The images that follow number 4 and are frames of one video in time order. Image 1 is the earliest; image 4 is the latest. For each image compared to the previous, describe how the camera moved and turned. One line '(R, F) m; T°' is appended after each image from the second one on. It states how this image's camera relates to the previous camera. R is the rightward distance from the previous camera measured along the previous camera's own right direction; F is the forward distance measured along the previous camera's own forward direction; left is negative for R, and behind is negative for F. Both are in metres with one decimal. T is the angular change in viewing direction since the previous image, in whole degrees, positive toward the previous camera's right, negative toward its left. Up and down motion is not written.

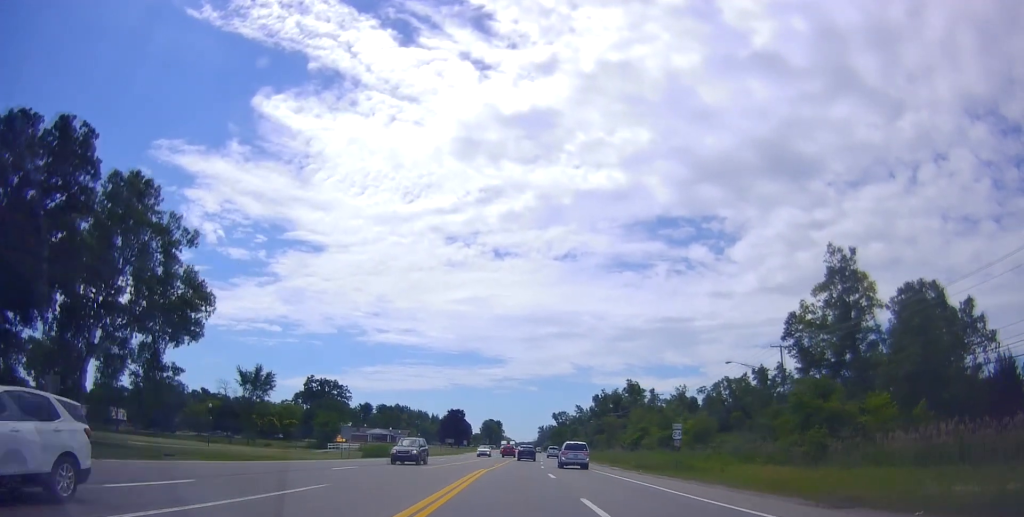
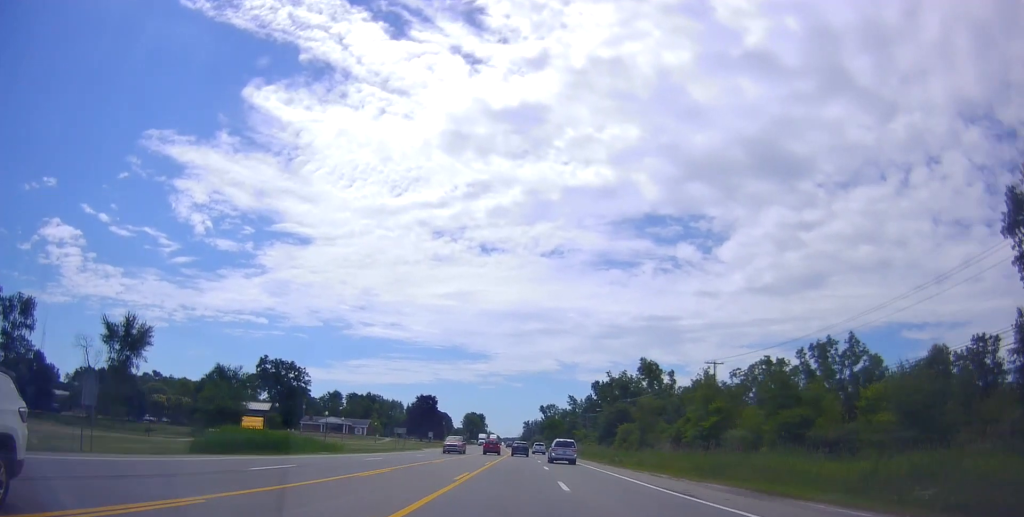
(0.0, +37.5) m; +1°
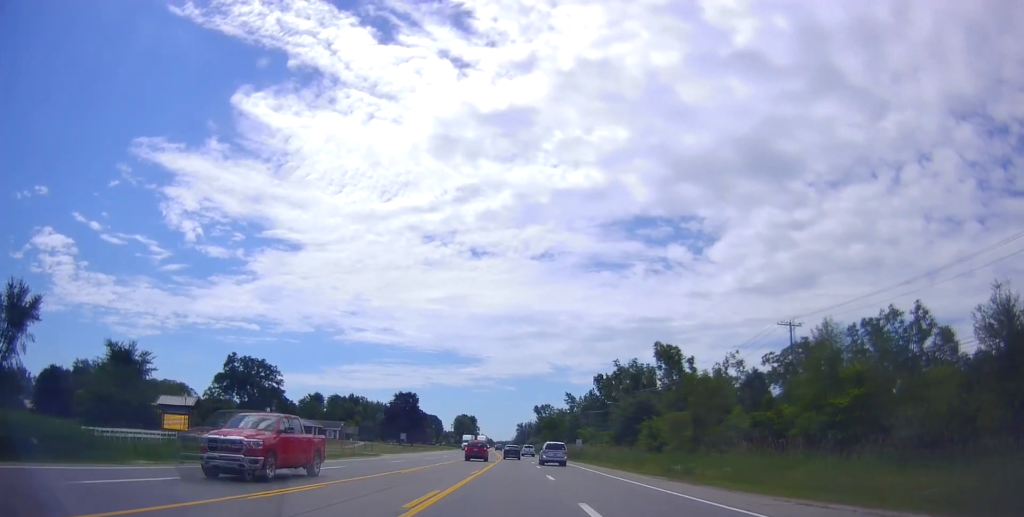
(+0.3, +22.4) m; +2°
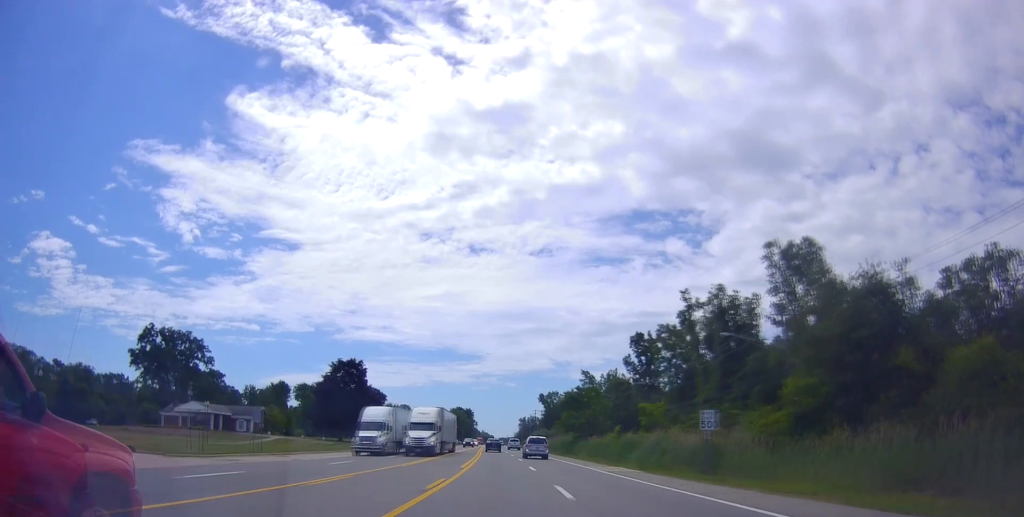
(+0.1, +56.0) m; -2°
